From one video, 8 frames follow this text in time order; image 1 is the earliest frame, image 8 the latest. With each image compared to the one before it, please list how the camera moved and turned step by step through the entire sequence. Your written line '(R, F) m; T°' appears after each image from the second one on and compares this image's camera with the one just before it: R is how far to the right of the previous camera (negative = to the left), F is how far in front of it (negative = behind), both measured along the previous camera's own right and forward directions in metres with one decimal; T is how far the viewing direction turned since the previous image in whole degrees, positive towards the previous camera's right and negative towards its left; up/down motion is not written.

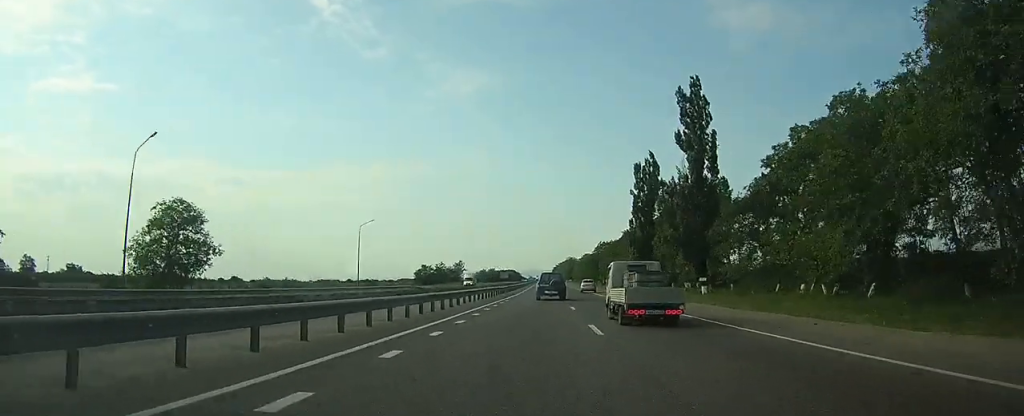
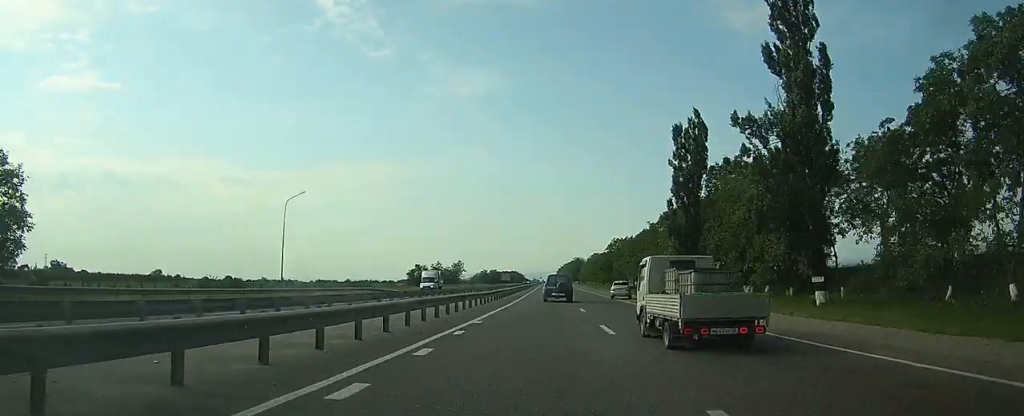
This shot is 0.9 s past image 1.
(0.0, +23.3) m; 0°
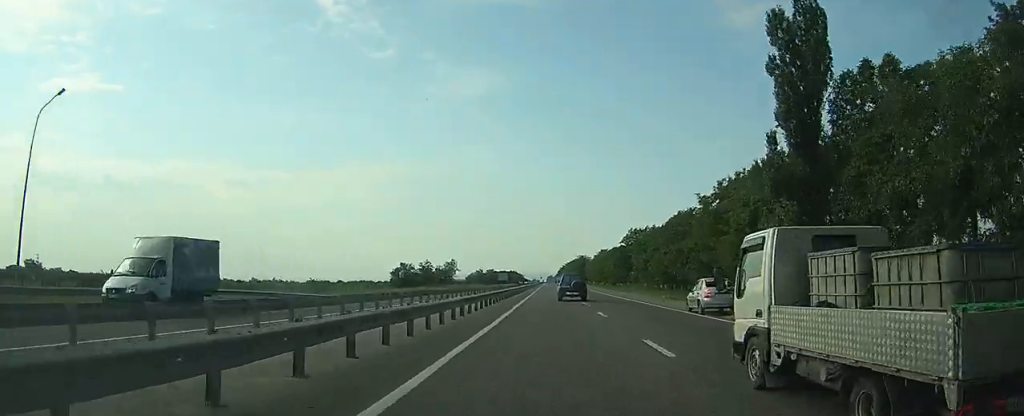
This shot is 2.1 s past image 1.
(0.0, +28.7) m; 0°
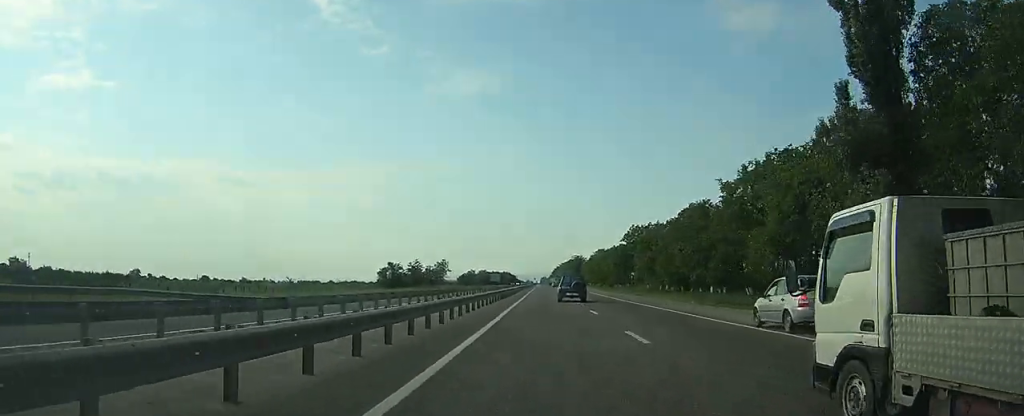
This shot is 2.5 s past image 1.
(0.0, +9.8) m; 0°
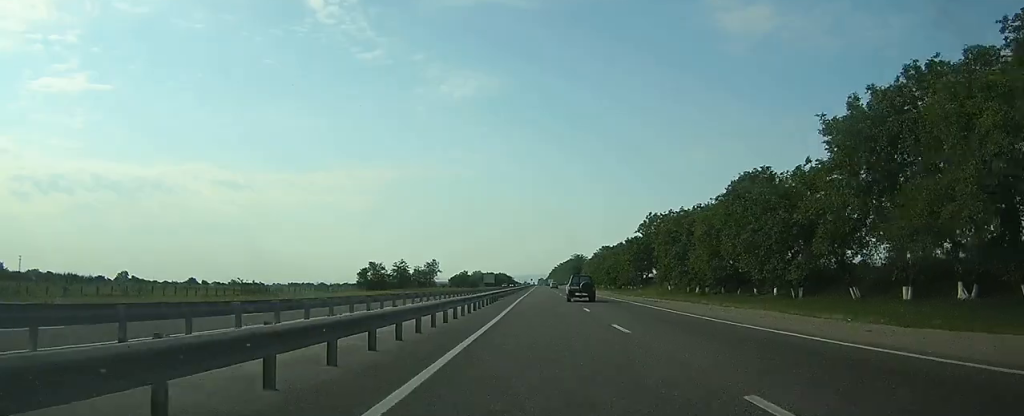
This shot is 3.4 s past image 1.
(0.0, +21.2) m; 0°
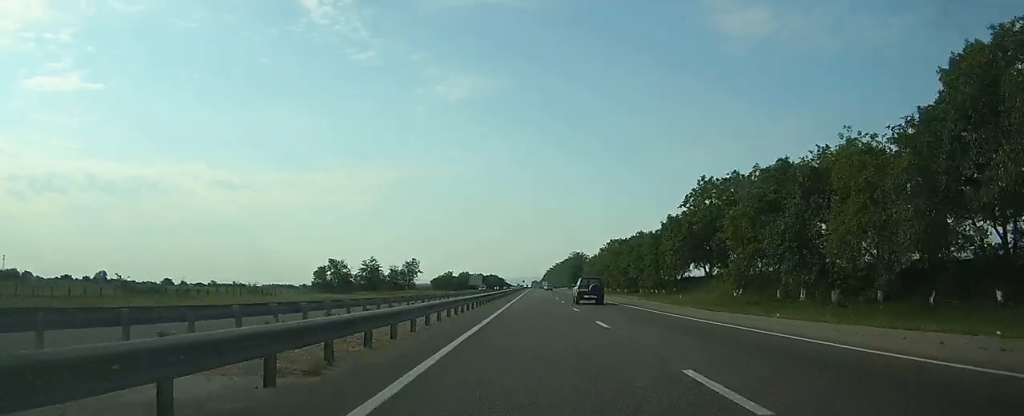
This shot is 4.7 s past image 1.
(+0.1, +33.7) m; +1°
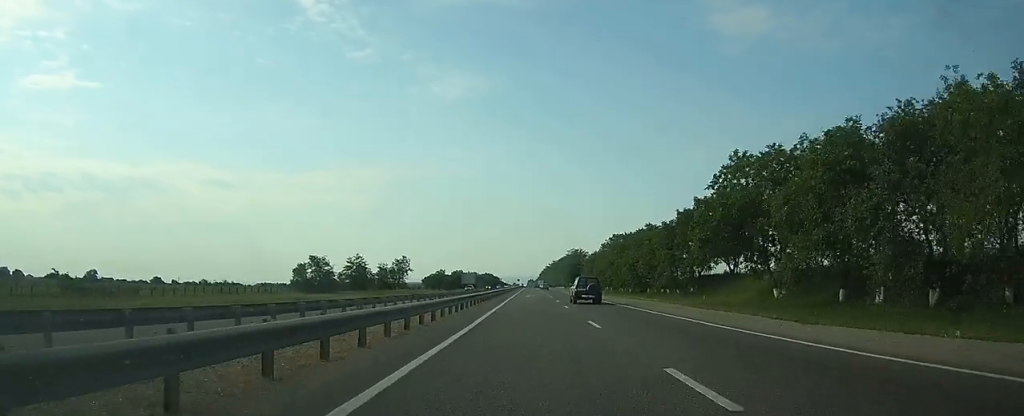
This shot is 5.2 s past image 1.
(0.0, +11.6) m; 0°
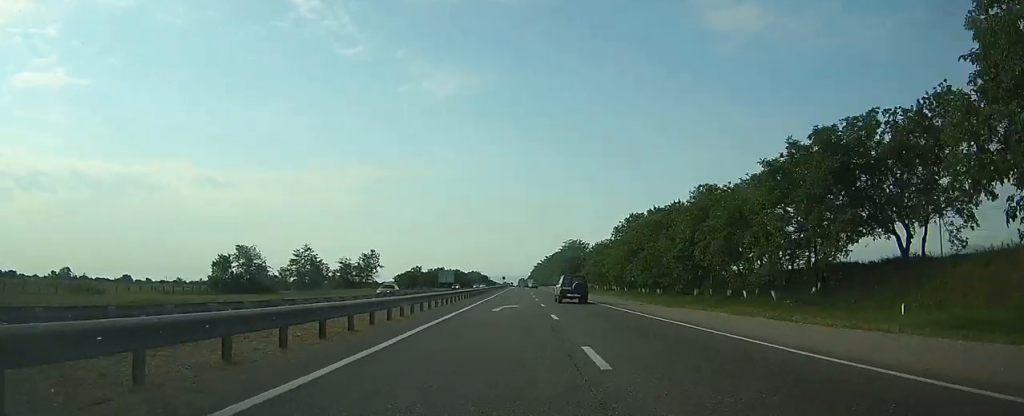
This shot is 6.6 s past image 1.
(+0.2, +35.1) m; +1°
